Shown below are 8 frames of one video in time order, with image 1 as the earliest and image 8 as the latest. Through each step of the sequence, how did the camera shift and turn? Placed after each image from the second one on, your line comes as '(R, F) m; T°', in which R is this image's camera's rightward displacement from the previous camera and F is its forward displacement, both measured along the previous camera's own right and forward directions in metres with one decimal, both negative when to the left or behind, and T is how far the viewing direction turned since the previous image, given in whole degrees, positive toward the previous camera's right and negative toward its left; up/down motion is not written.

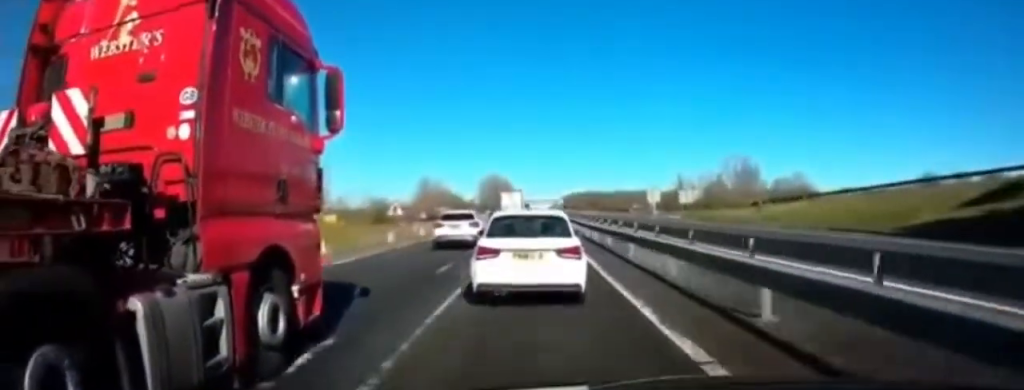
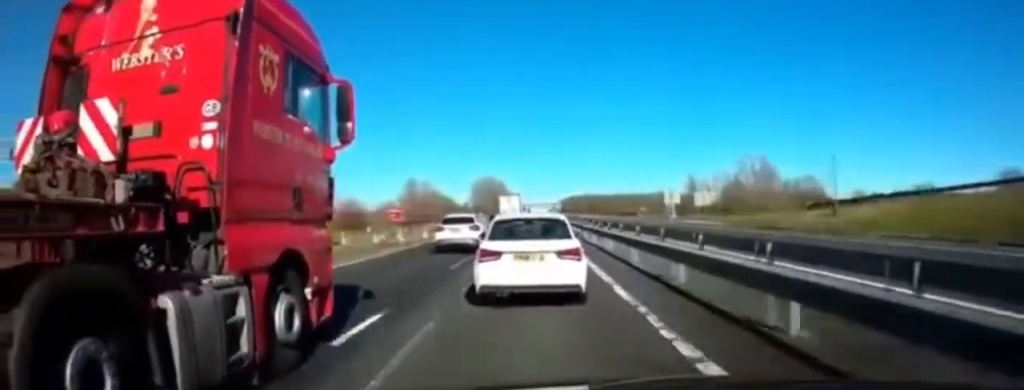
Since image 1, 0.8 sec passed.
(+0.1, +15.8) m; +1°
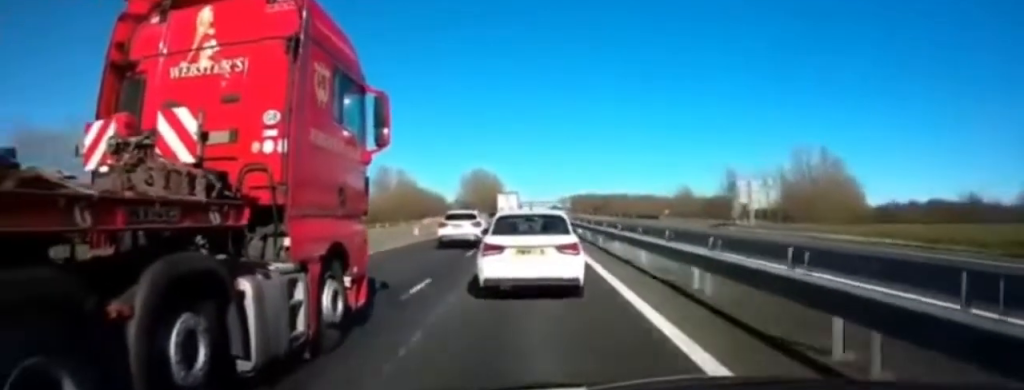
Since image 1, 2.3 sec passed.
(+0.4, +30.5) m; 0°
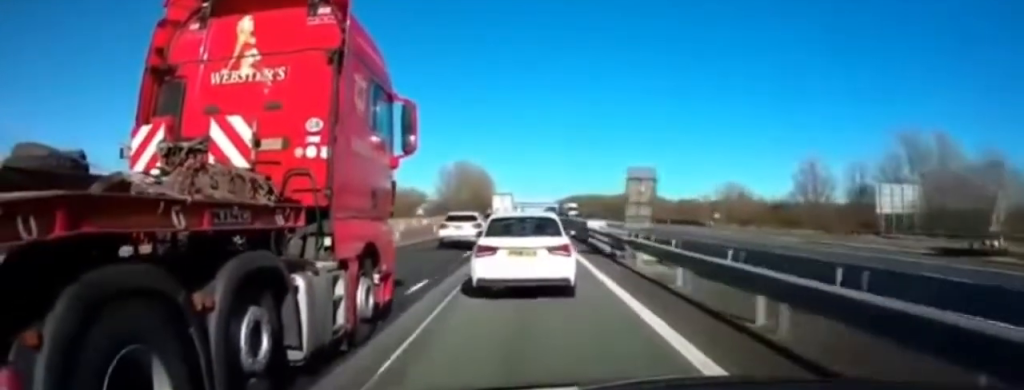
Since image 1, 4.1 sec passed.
(0.0, +36.6) m; 0°
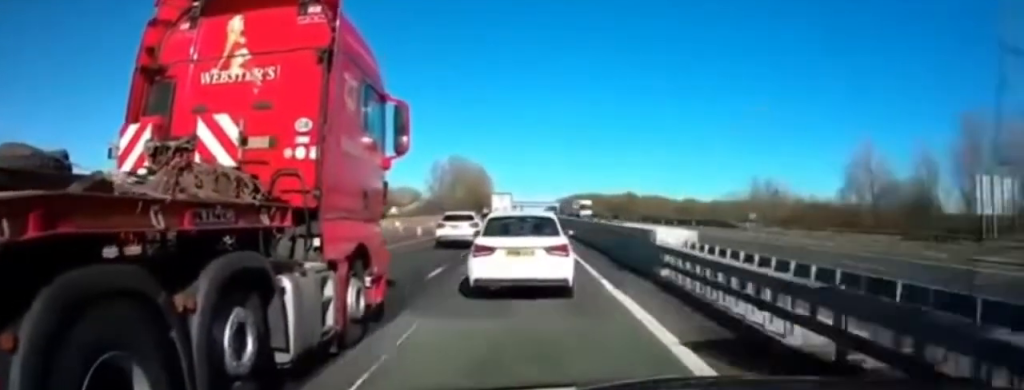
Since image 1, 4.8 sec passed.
(+0.1, +15.0) m; 0°
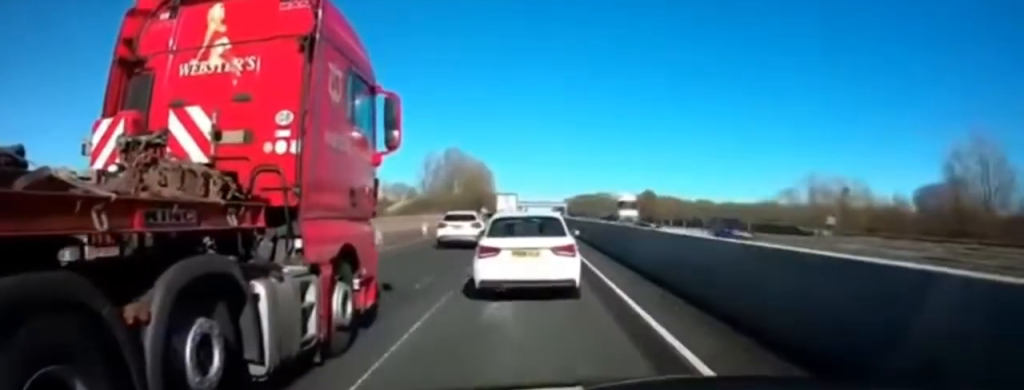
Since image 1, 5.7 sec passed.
(-0.2, +19.2) m; -1°
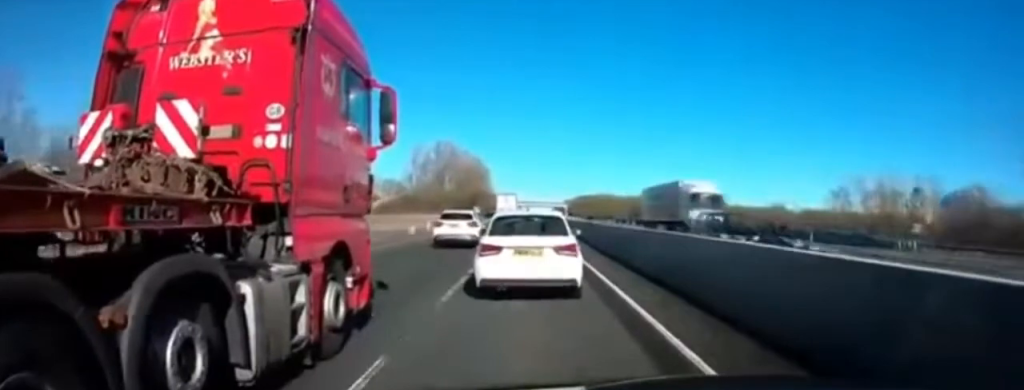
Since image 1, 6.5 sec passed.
(0.0, +15.1) m; 0°
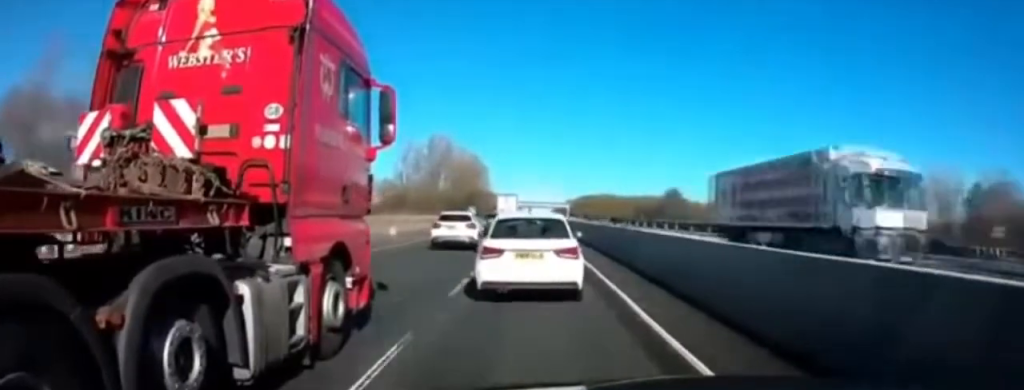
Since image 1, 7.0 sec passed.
(+0.1, +10.2) m; 0°
